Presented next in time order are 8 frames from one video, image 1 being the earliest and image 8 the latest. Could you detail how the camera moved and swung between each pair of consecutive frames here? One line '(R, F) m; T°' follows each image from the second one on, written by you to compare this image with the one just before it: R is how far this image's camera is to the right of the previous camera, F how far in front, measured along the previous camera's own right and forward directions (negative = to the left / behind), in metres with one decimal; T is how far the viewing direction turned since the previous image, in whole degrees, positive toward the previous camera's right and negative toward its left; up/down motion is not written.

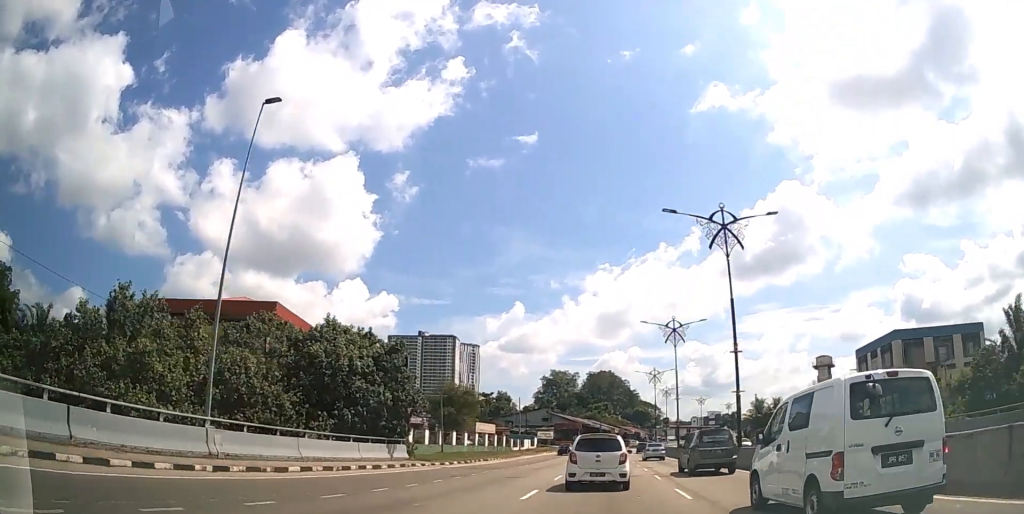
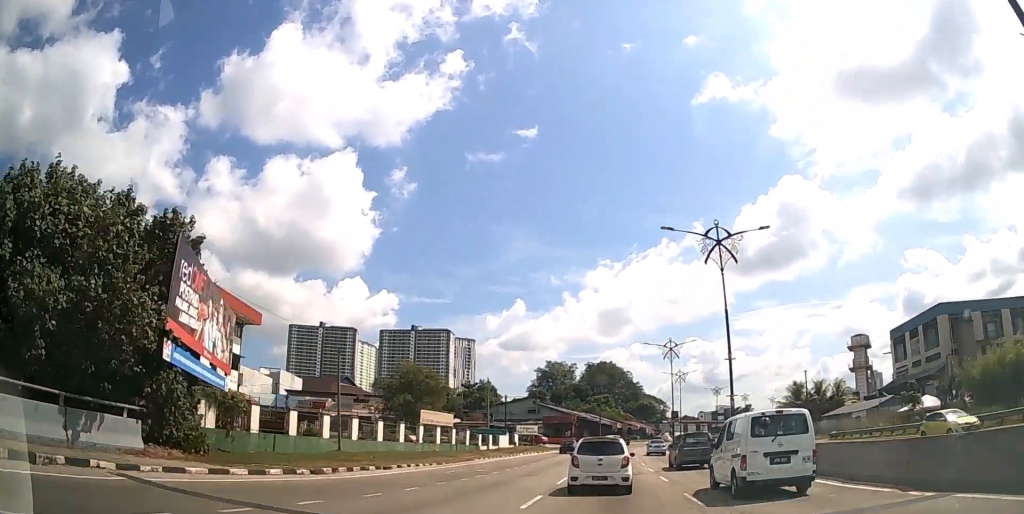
(0.0, +22.6) m; 0°
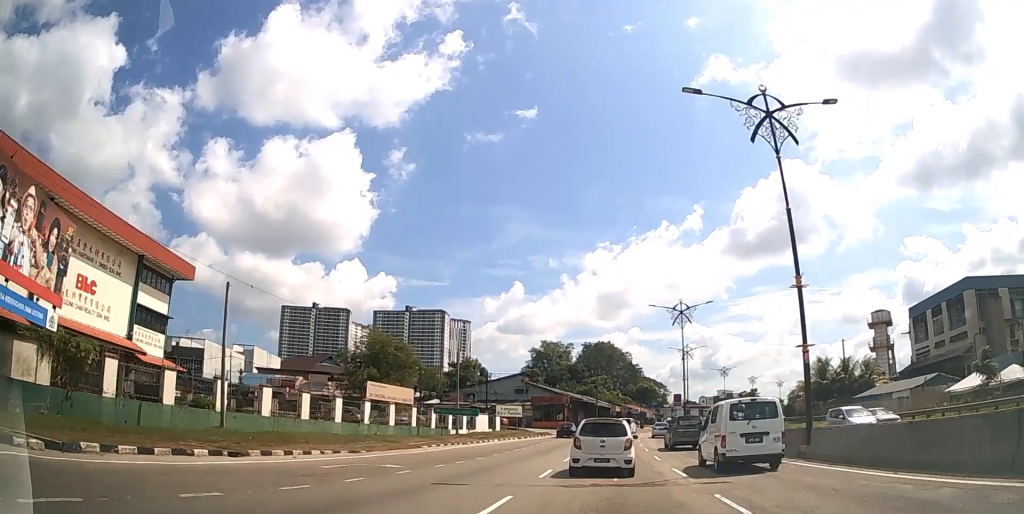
(0.0, +11.4) m; 0°
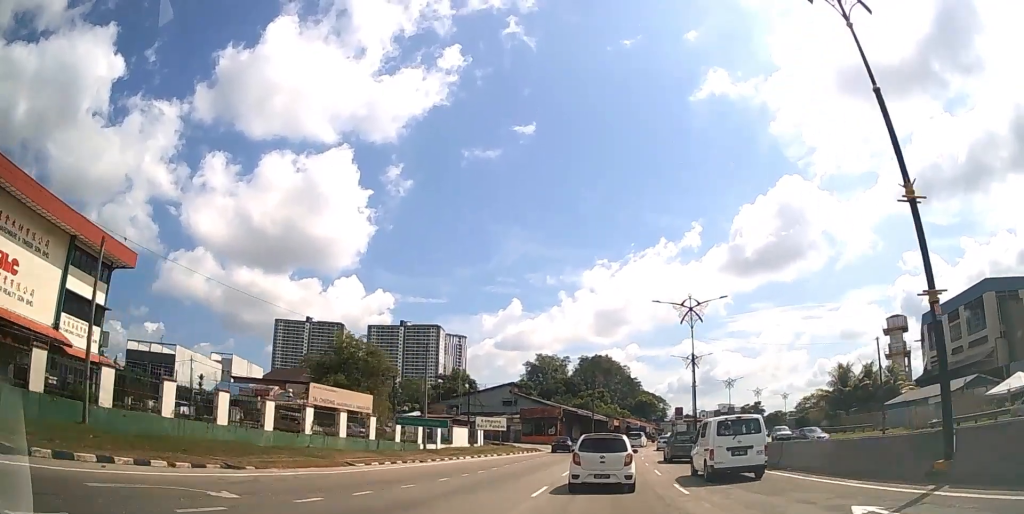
(0.0, +7.8) m; 0°
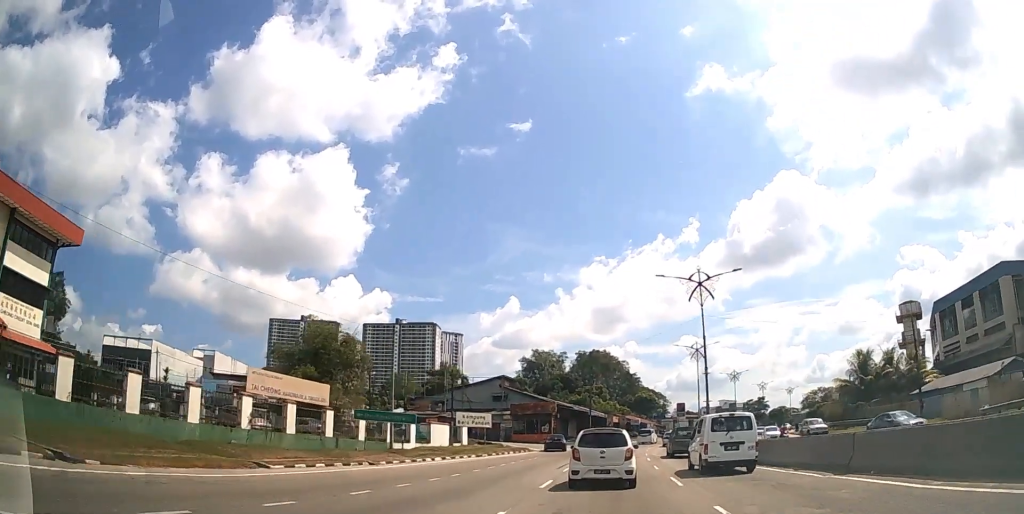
(0.0, +6.4) m; 0°
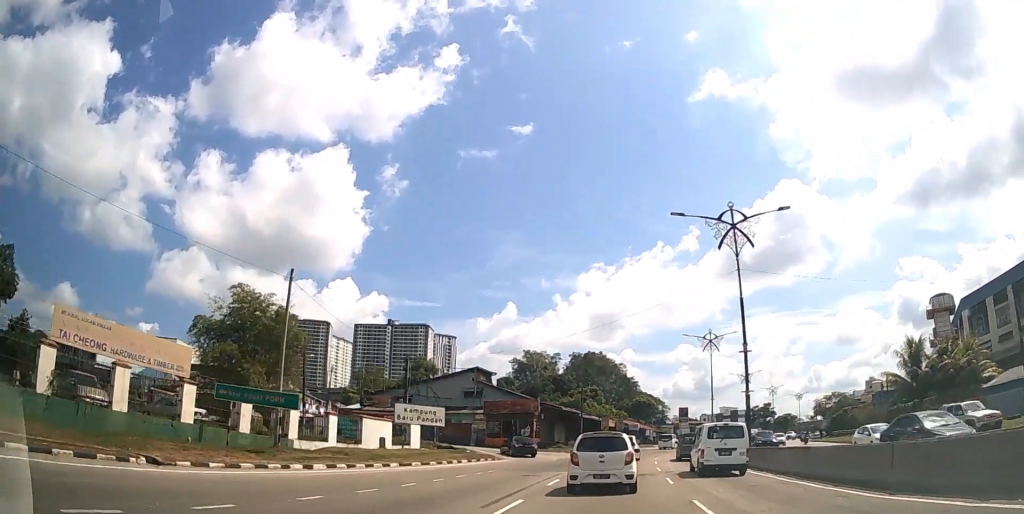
(0.0, +12.4) m; +1°
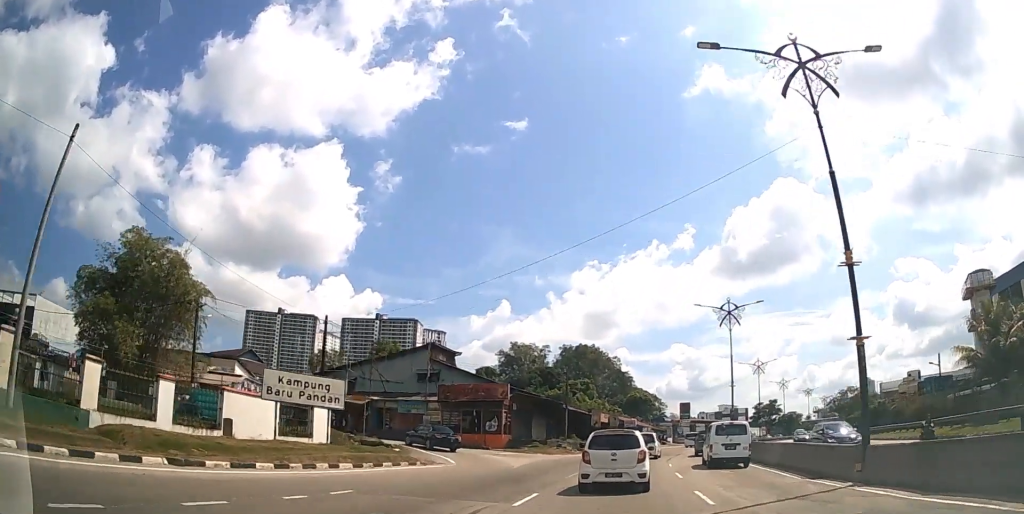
(+0.1, +12.7) m; +1°
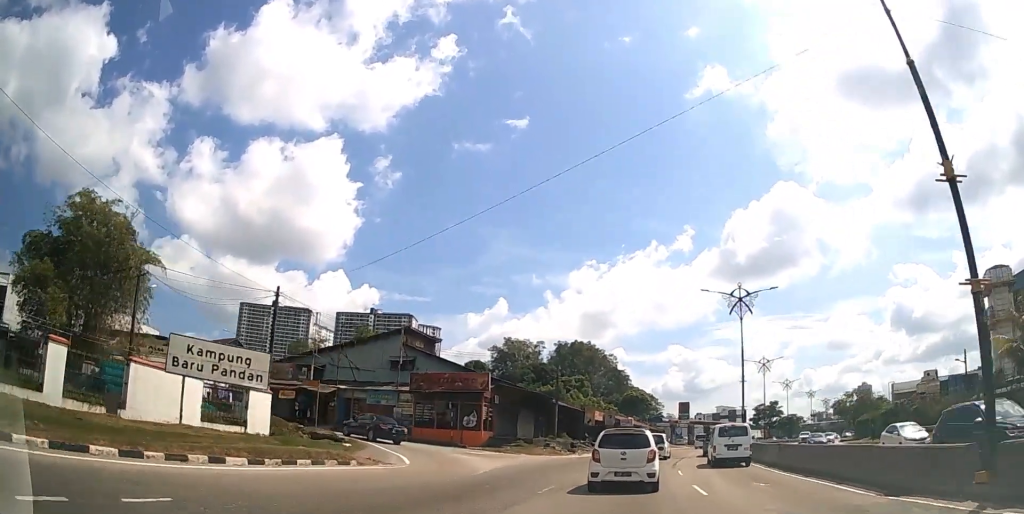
(0.0, +5.5) m; +1°
